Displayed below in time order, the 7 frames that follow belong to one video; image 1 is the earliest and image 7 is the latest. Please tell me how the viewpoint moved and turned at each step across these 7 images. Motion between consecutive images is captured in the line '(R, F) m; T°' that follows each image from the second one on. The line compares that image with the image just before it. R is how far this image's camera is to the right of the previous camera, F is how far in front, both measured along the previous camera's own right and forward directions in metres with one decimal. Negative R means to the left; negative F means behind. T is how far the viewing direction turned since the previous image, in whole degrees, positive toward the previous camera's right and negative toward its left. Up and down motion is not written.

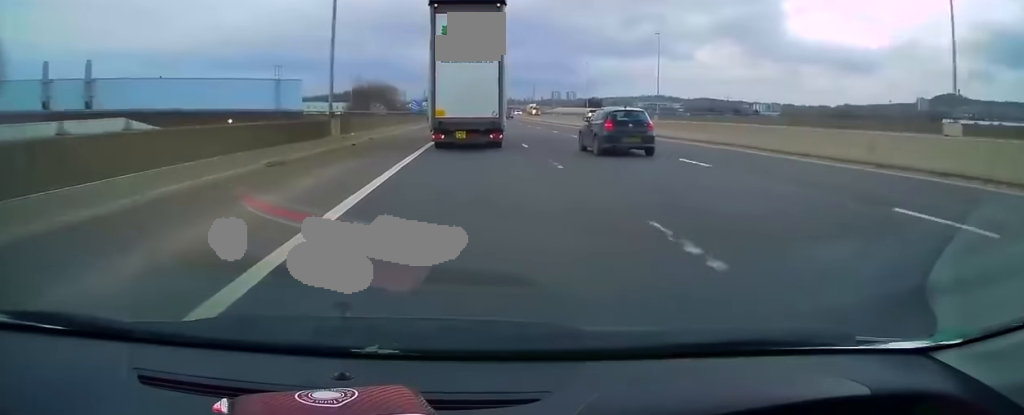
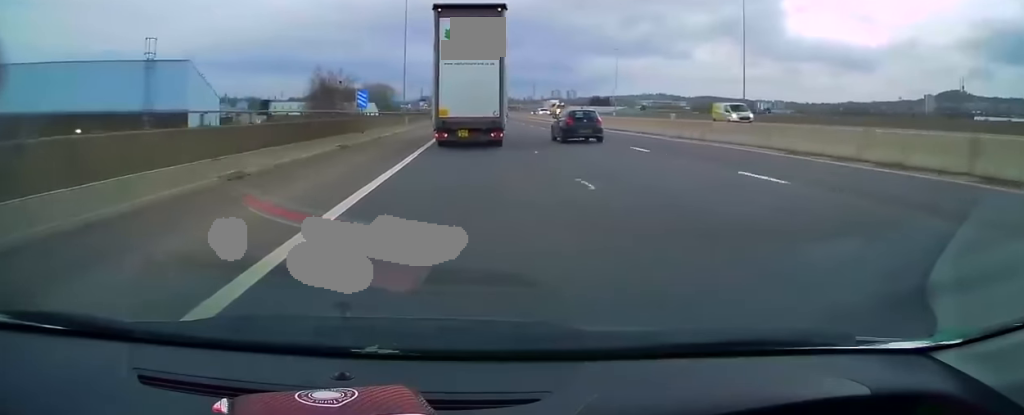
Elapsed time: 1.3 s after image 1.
(-0.2, +31.2) m; 0°
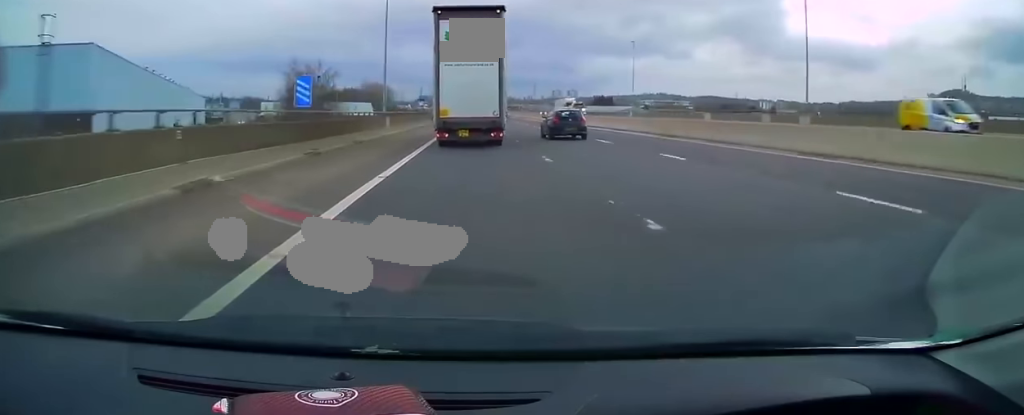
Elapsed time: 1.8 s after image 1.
(0.0, +12.9) m; 0°
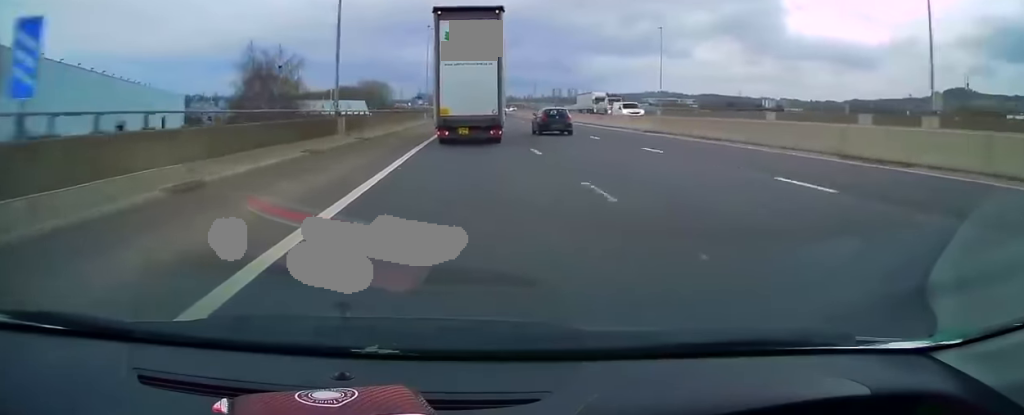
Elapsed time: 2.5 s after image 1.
(+0.1, +16.2) m; 0°
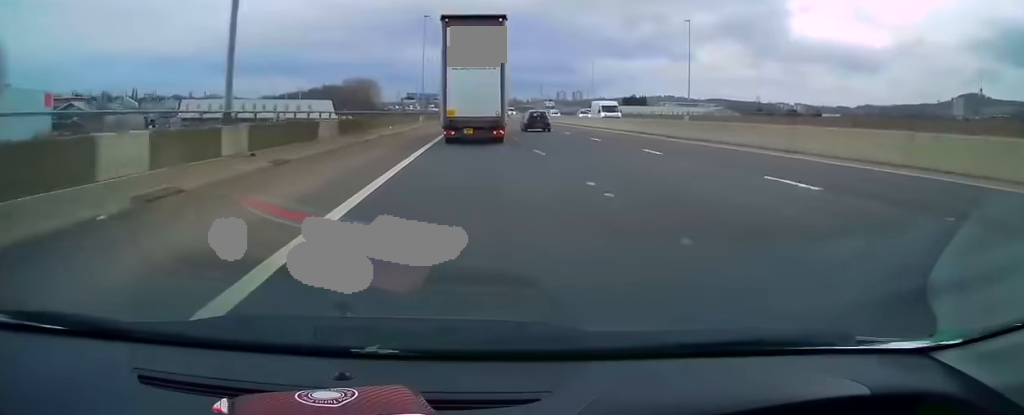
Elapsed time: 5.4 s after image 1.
(0.0, +72.6) m; 0°
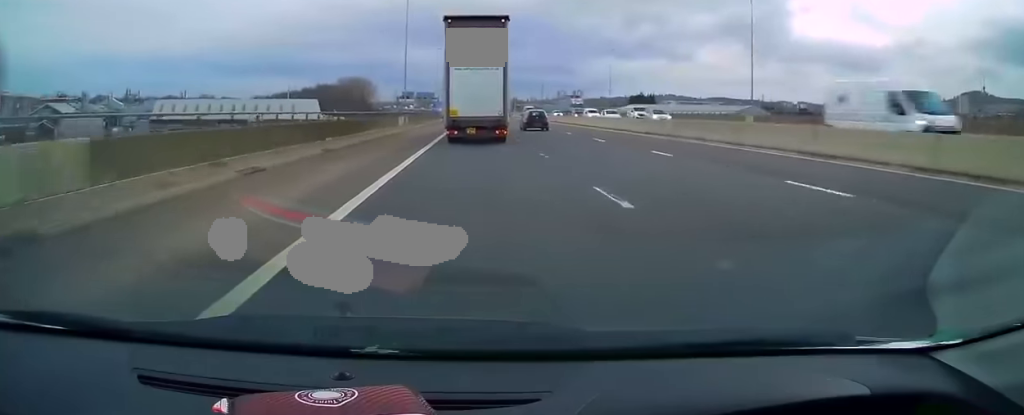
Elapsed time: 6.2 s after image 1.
(0.0, +19.1) m; 0°
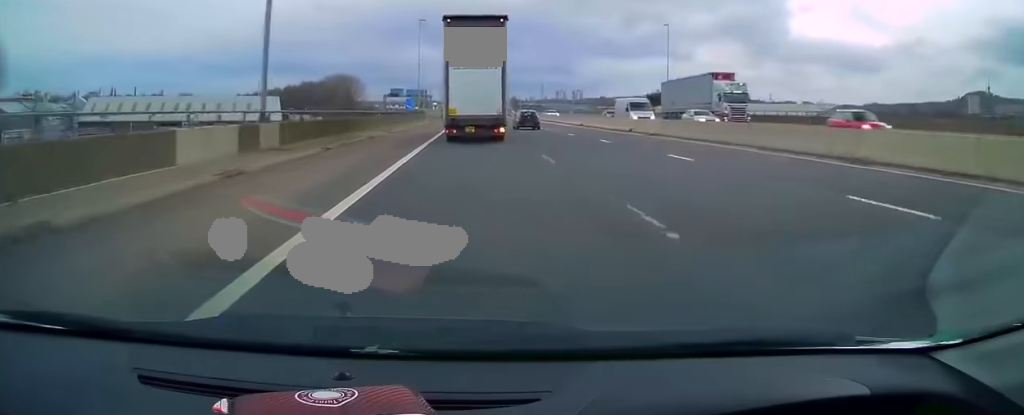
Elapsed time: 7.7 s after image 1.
(+0.1, +38.3) m; 0°
